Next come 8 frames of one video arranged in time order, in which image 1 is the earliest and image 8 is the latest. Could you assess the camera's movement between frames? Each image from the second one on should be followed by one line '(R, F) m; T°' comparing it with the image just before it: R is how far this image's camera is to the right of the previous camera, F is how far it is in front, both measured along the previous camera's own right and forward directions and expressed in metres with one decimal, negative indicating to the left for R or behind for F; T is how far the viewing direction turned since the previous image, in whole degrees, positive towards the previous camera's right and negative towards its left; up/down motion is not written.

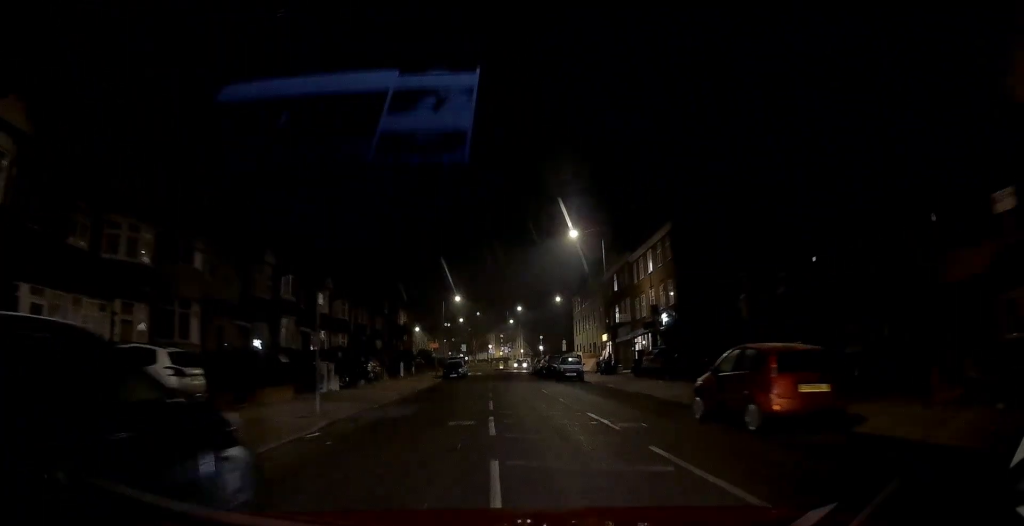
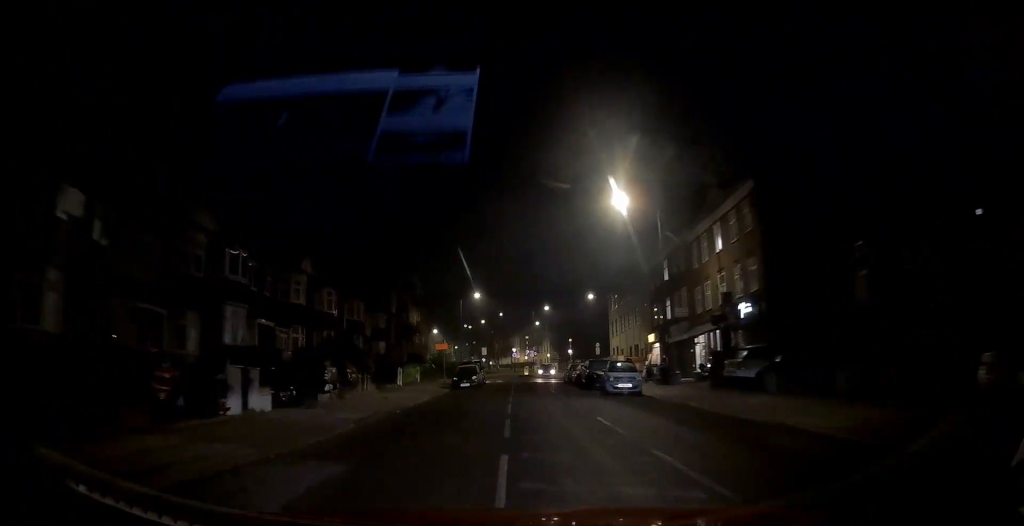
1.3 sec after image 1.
(0.0, +10.2) m; +1°
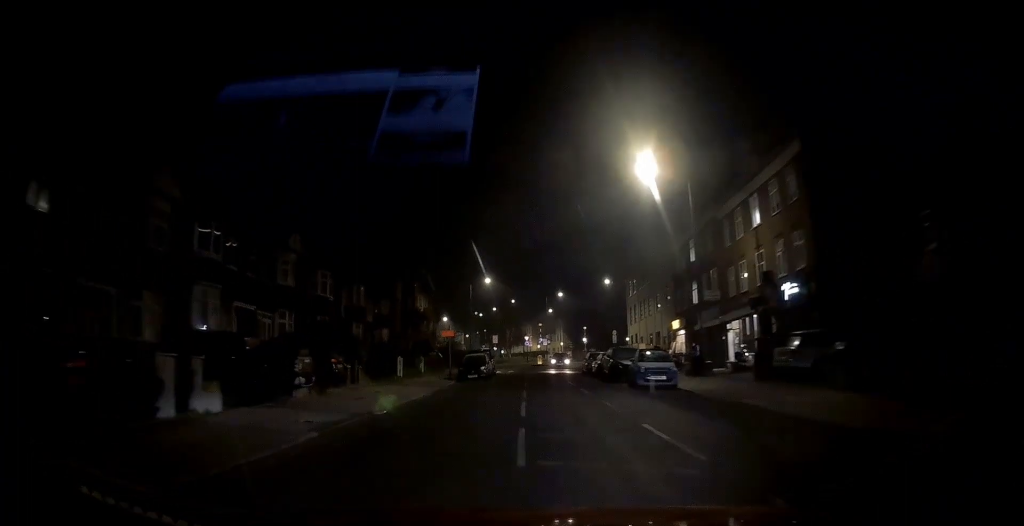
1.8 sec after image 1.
(0.0, +3.8) m; 0°
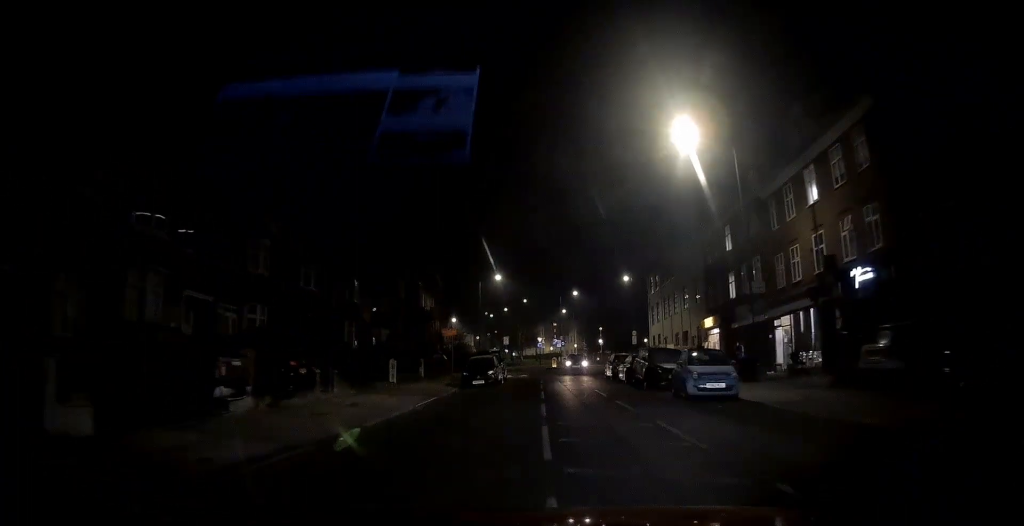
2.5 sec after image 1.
(0.0, +5.2) m; -2°
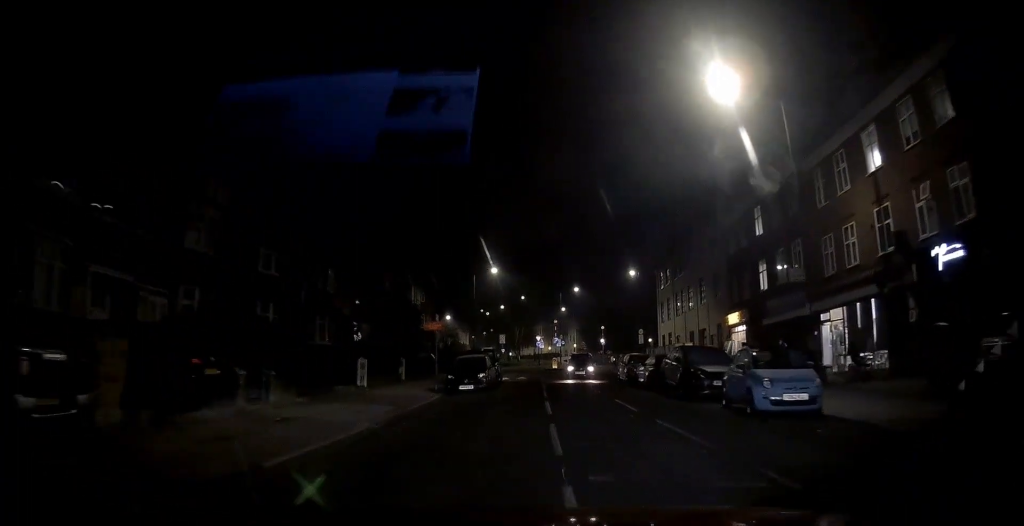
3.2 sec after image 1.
(-0.2, +5.4) m; -2°
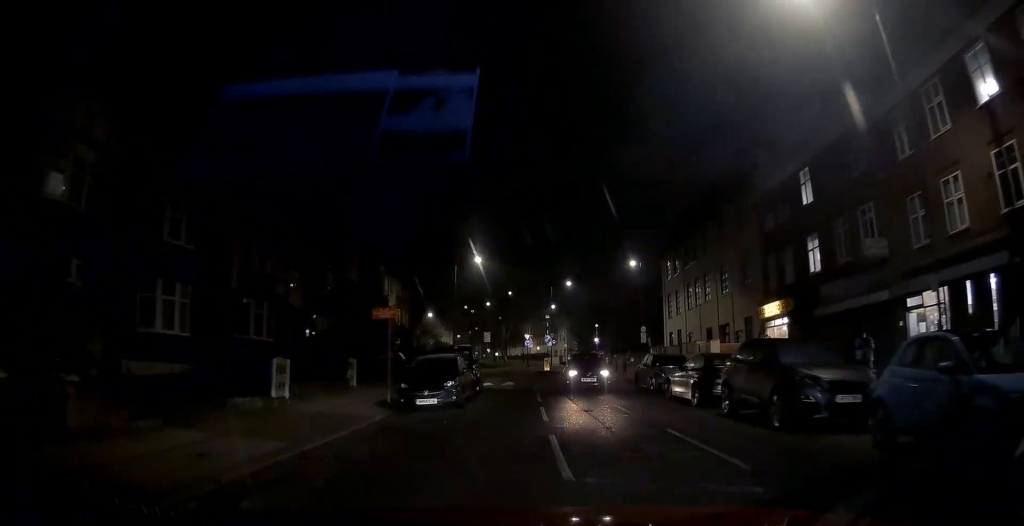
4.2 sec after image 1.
(-0.2, +7.6) m; -1°
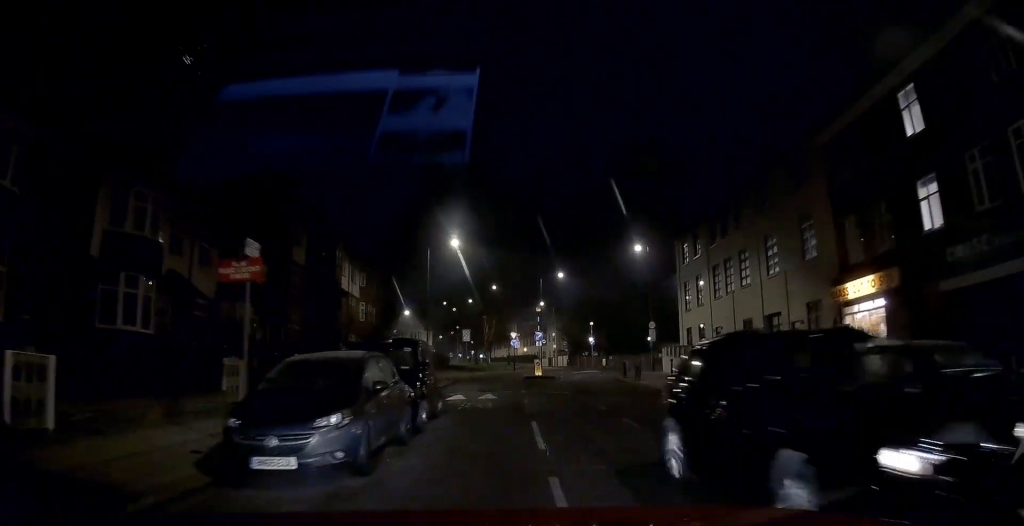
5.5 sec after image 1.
(+0.1, +9.6) m; +1°
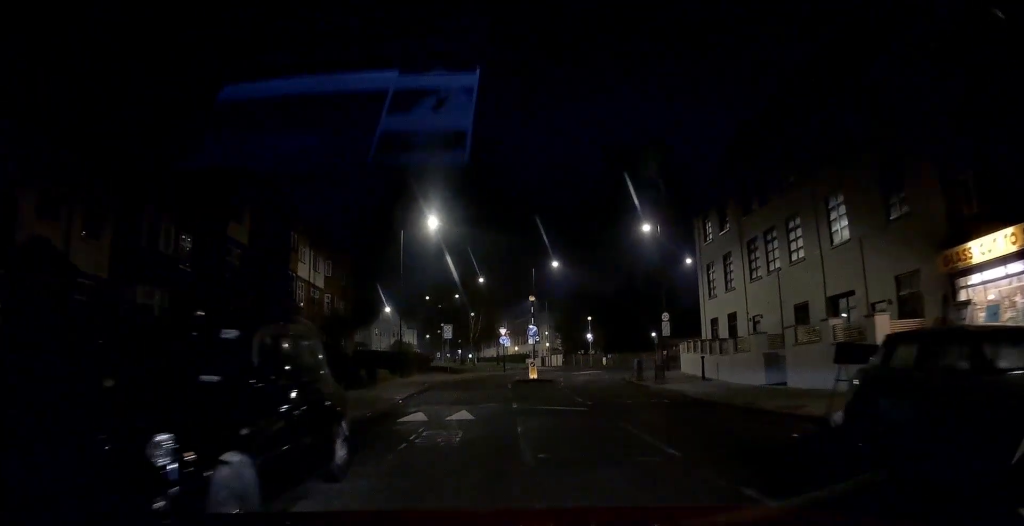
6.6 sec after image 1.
(0.0, +7.5) m; +2°
